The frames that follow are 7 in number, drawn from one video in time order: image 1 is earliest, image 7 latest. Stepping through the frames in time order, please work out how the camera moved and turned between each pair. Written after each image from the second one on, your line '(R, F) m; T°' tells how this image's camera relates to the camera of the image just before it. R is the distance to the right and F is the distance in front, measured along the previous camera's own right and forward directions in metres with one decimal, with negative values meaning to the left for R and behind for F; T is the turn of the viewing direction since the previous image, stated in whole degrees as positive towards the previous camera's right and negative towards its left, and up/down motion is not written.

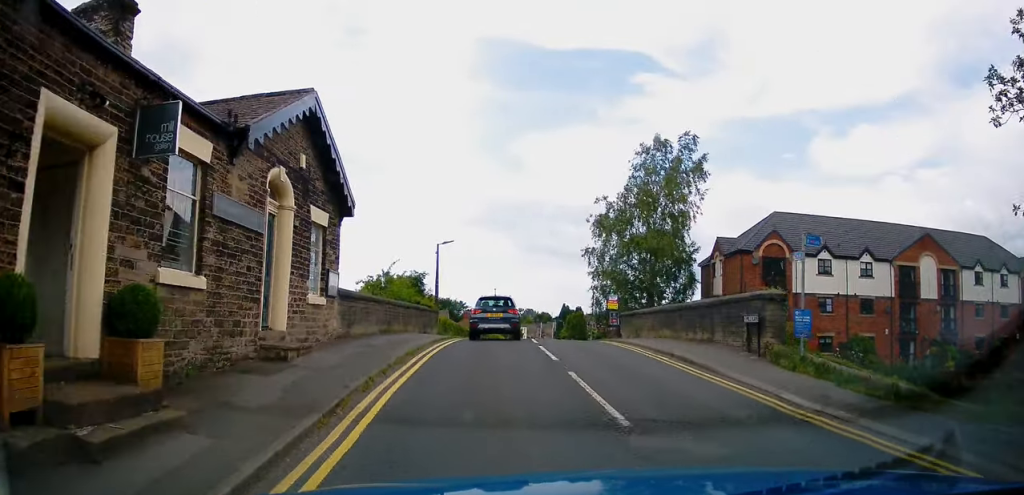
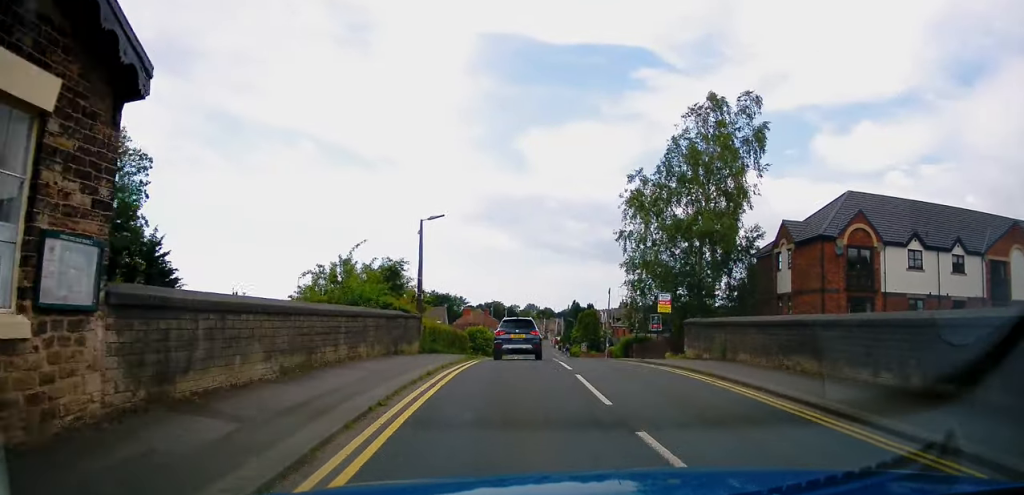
(0.0, +9.9) m; +1°
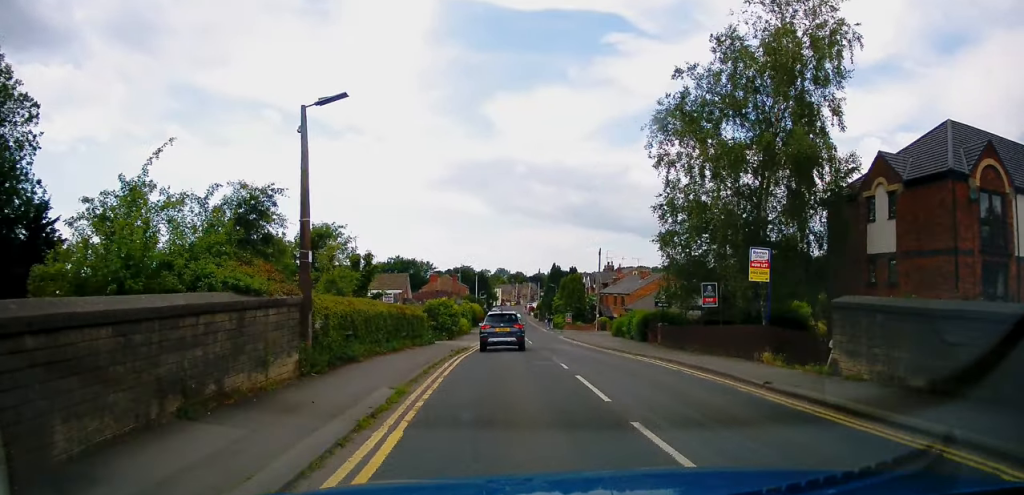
(+0.3, +11.8) m; +1°
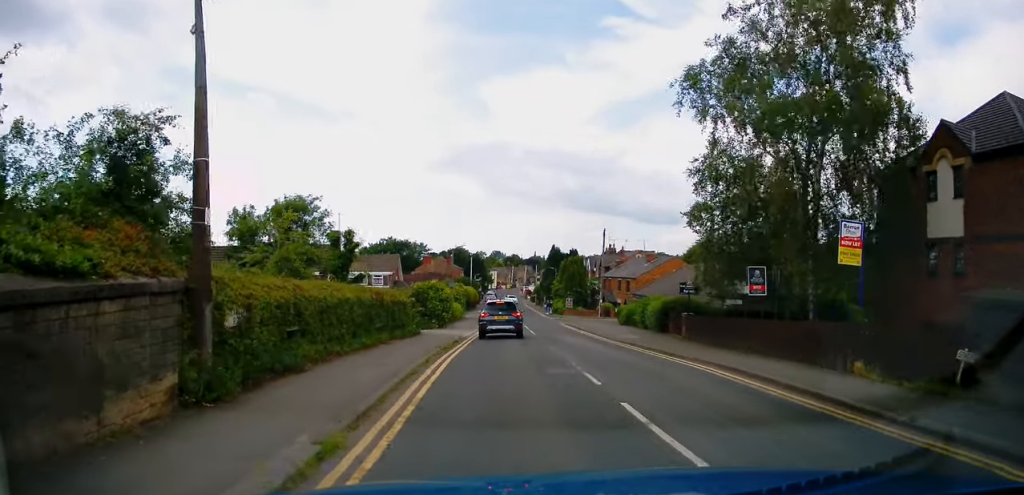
(-0.1, +4.1) m; 0°
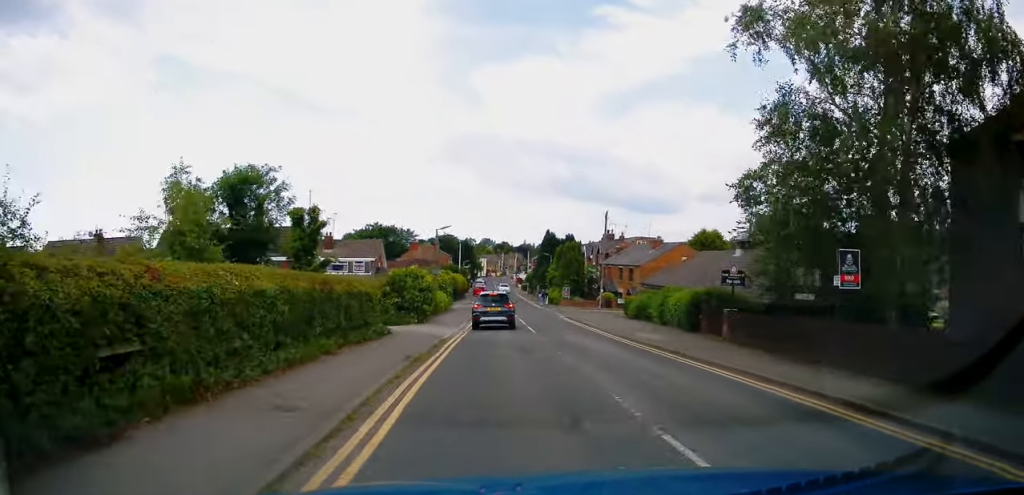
(-0.1, +5.5) m; 0°
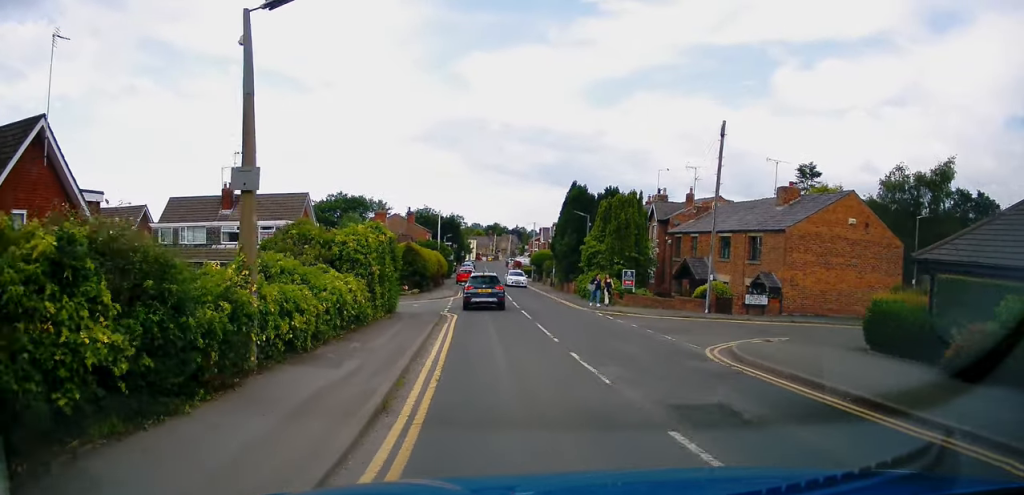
(+0.8, +27.2) m; +2°
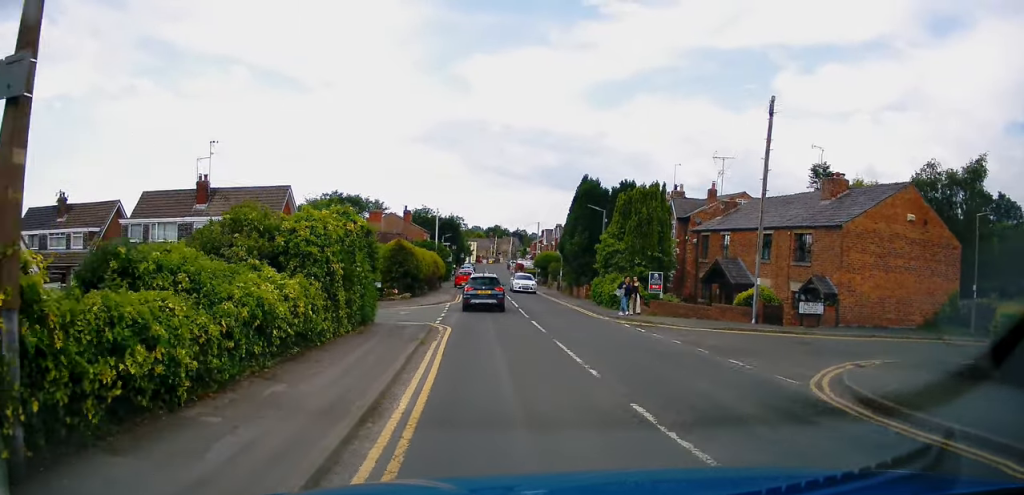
(0.0, +4.5) m; 0°
